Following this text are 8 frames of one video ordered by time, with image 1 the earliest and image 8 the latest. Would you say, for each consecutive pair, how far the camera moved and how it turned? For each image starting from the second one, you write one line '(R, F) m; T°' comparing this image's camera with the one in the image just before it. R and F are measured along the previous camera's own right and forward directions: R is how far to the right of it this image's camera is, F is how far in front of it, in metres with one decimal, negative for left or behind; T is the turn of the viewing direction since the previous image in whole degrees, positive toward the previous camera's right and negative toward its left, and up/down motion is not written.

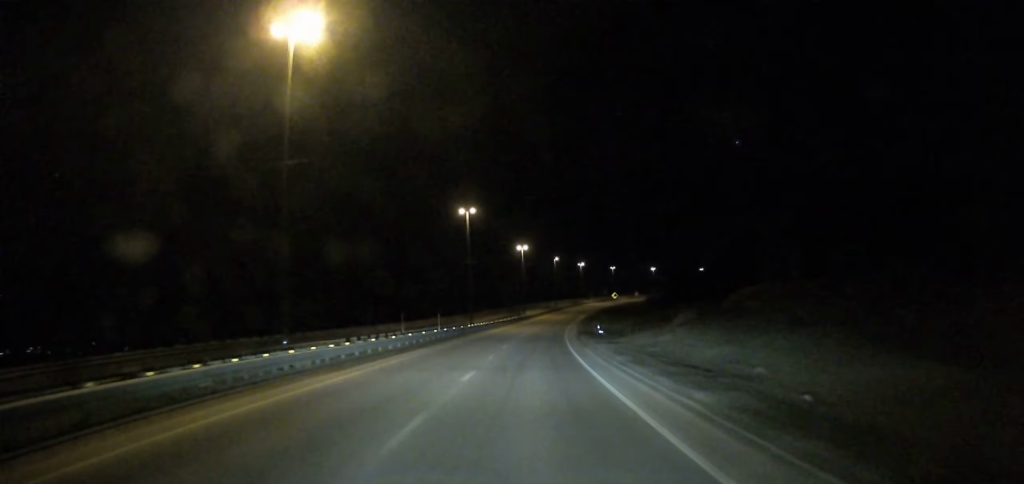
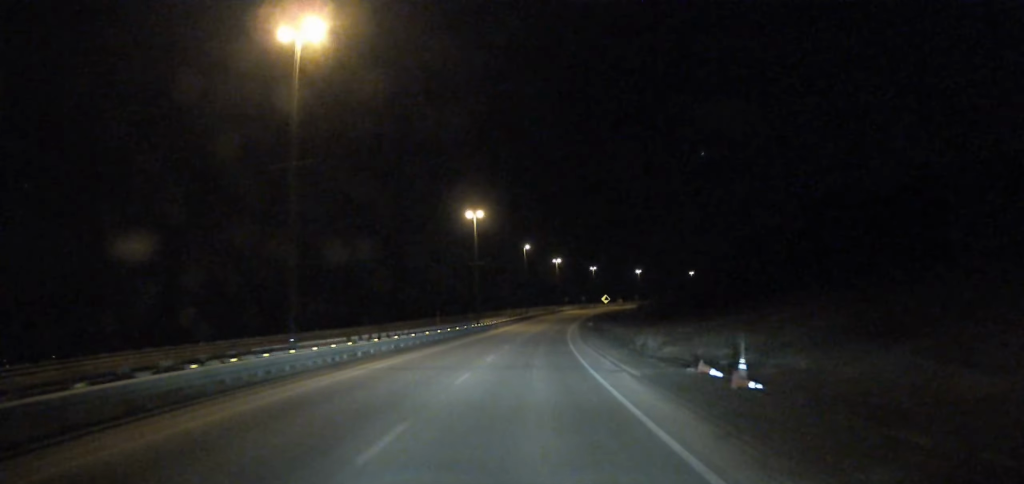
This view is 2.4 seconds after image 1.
(+1.0, +45.1) m; +3°
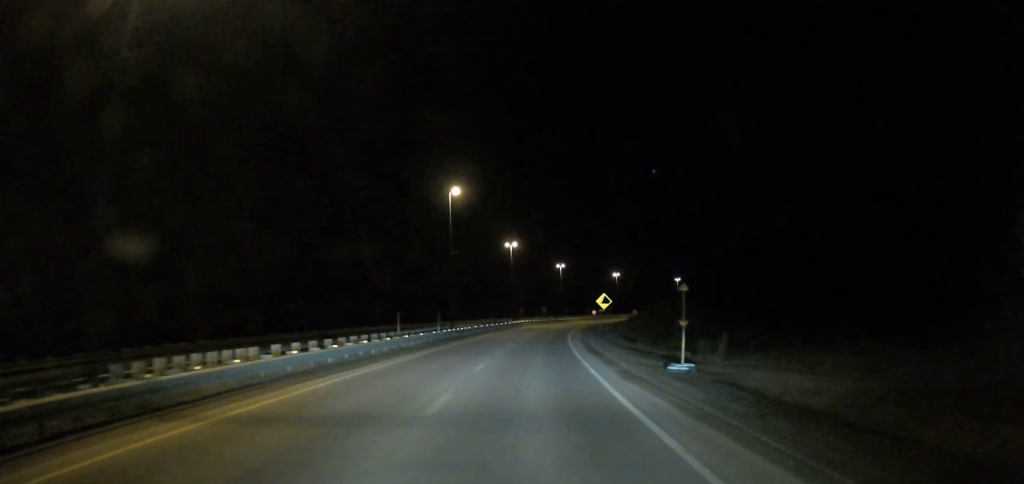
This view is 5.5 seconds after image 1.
(+2.4, +57.0) m; +5°
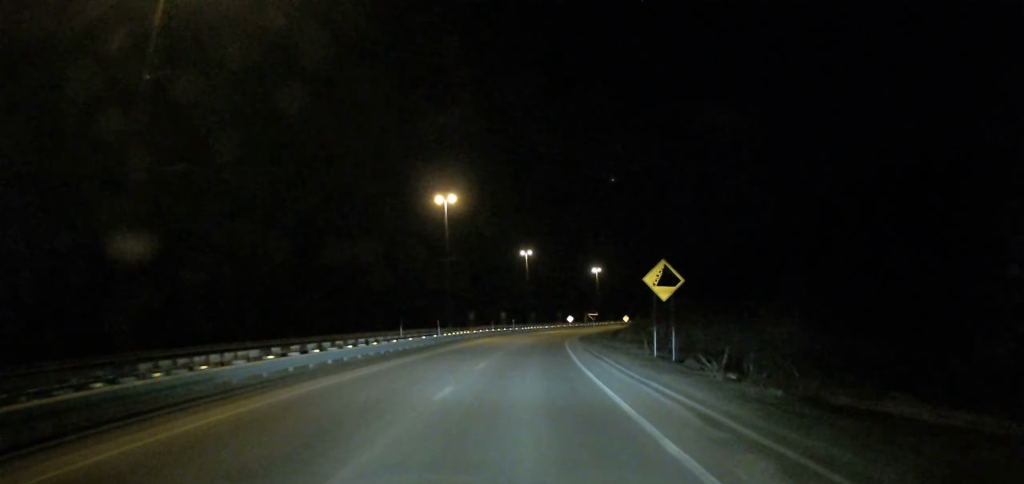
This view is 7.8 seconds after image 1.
(+1.0, +41.5) m; +3°
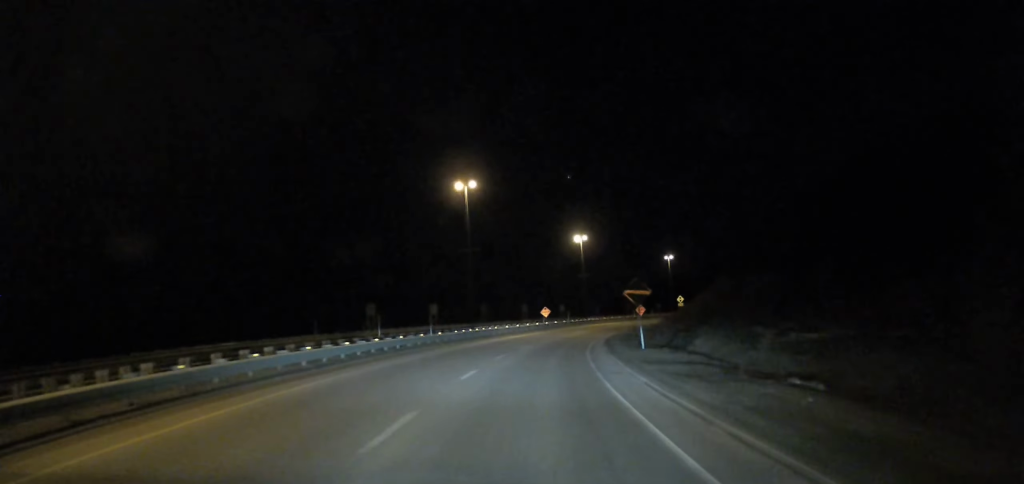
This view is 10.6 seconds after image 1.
(+1.2, +48.4) m; +5°
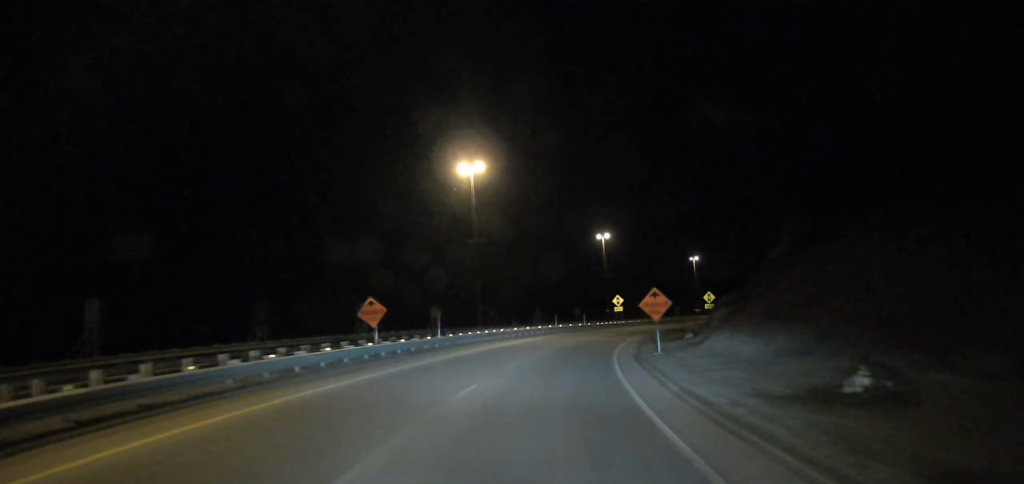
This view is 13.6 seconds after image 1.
(+3.1, +47.8) m; +10°
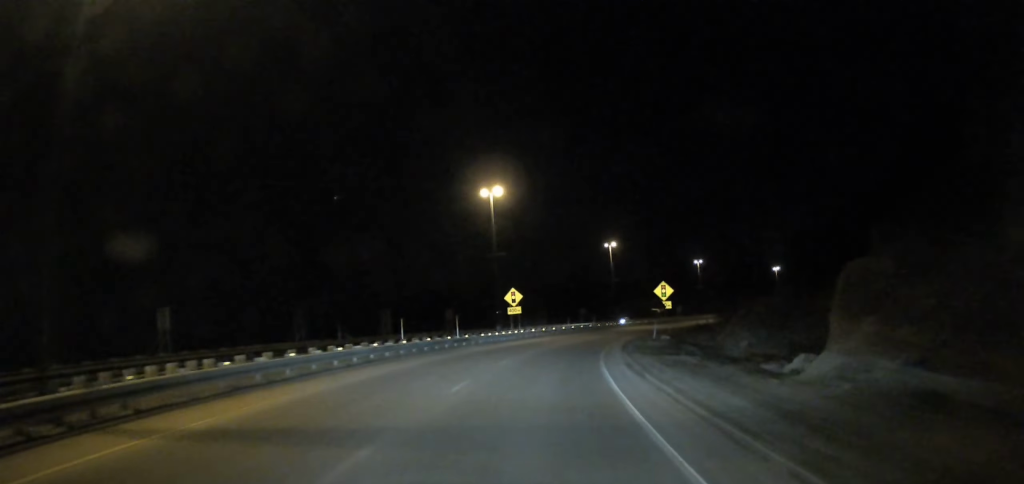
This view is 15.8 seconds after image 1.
(+4.1, +34.4) m; +10°
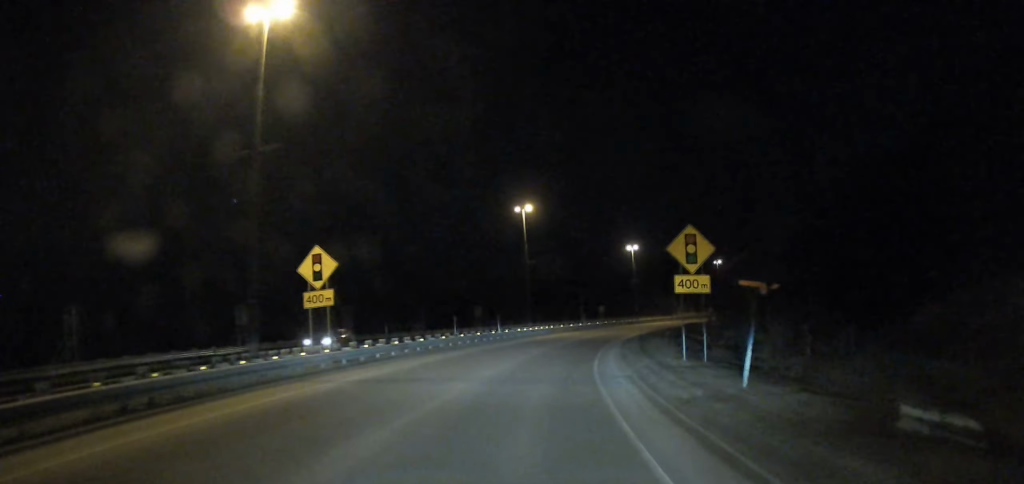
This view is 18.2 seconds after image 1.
(+3.5, +35.2) m; +10°
